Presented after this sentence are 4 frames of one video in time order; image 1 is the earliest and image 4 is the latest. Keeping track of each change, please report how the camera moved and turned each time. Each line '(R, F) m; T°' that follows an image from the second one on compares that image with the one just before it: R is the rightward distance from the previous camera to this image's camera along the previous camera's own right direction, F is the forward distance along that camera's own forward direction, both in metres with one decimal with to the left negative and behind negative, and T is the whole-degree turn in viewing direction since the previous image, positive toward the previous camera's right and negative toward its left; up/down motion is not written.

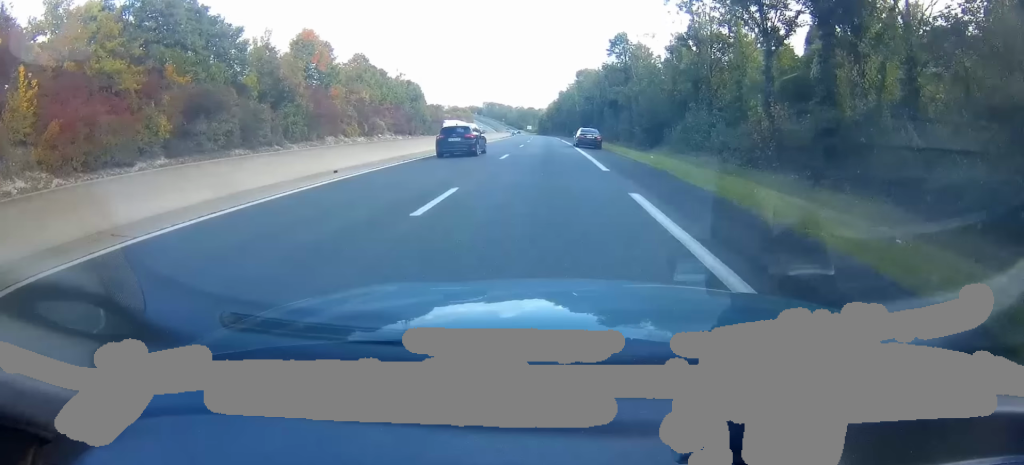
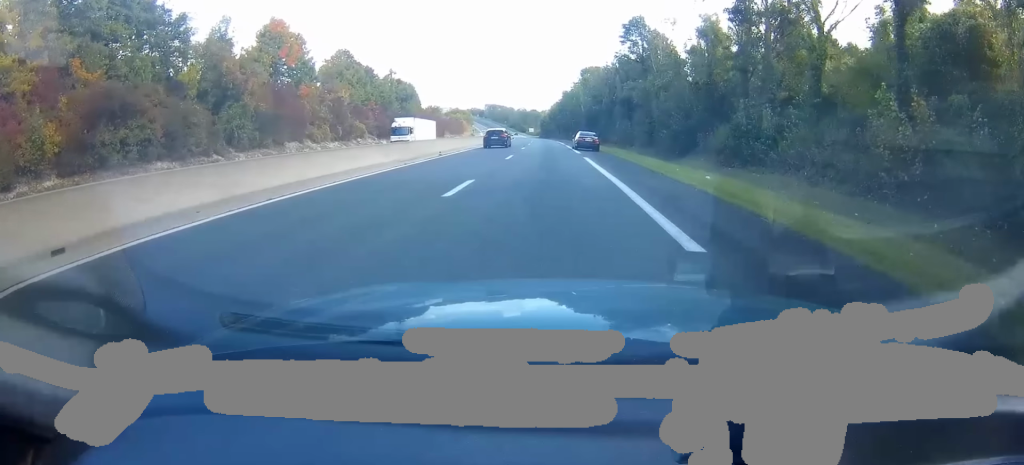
(0.0, +10.8) m; -1°
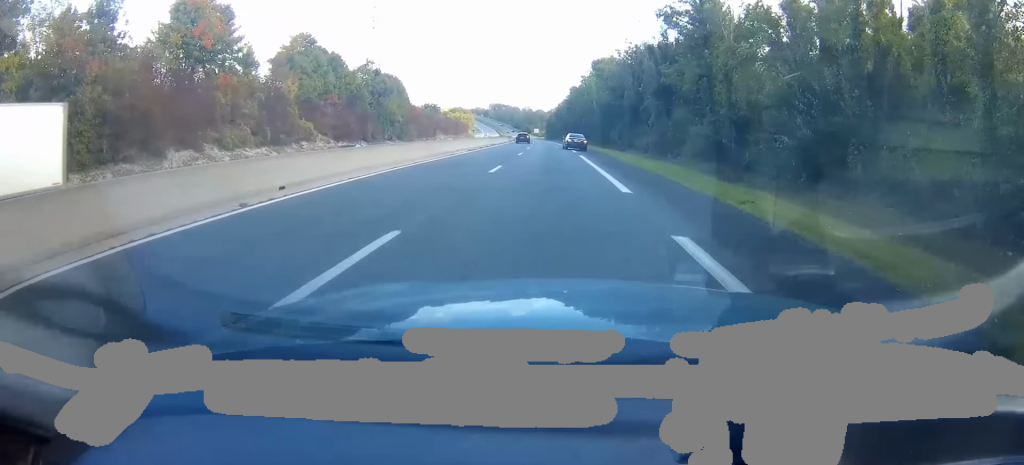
(-0.4, +18.9) m; -1°
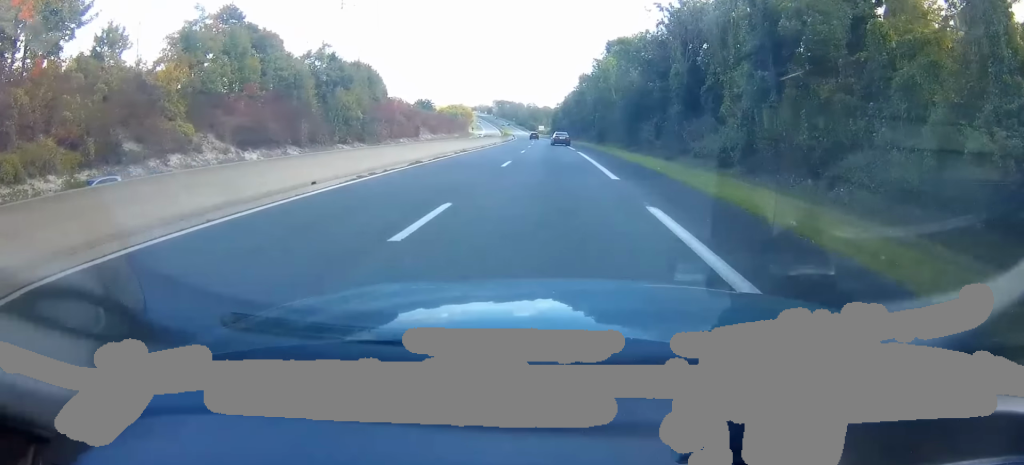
(-0.3, +21.9) m; -2°
